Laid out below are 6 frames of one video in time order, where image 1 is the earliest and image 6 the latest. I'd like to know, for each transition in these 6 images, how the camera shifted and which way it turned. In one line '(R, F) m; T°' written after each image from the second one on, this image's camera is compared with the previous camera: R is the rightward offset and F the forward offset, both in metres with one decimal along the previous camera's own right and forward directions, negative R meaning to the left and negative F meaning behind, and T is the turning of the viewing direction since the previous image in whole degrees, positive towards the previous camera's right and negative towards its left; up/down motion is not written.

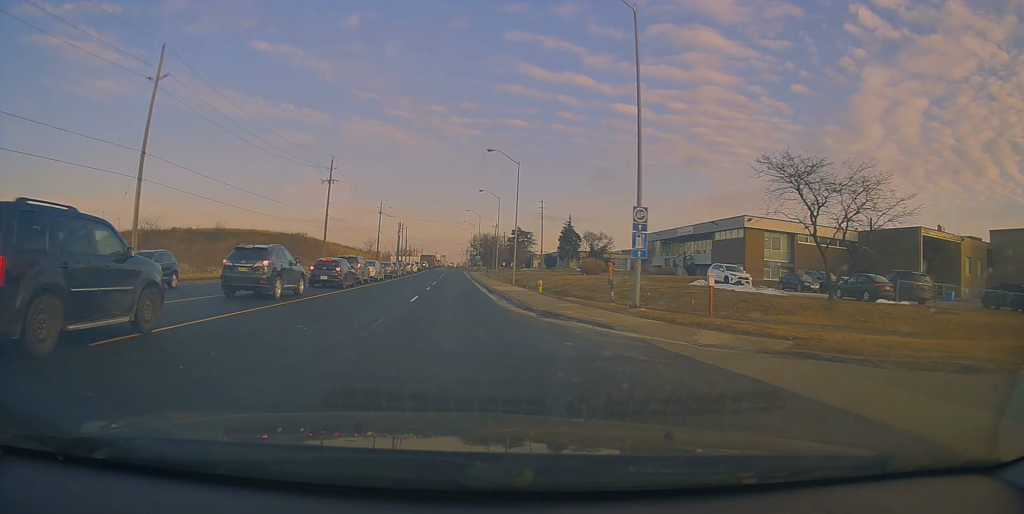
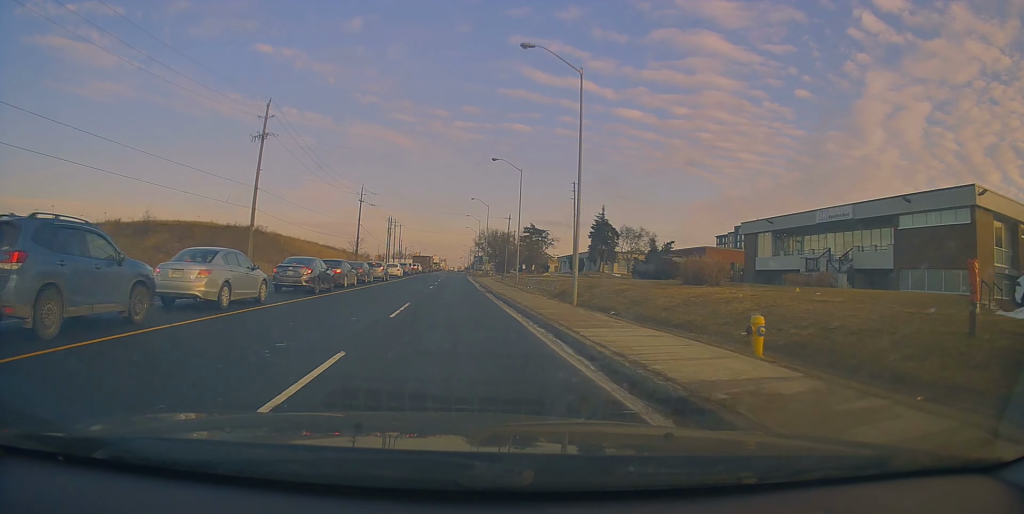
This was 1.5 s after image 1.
(-0.6, +27.9) m; -1°
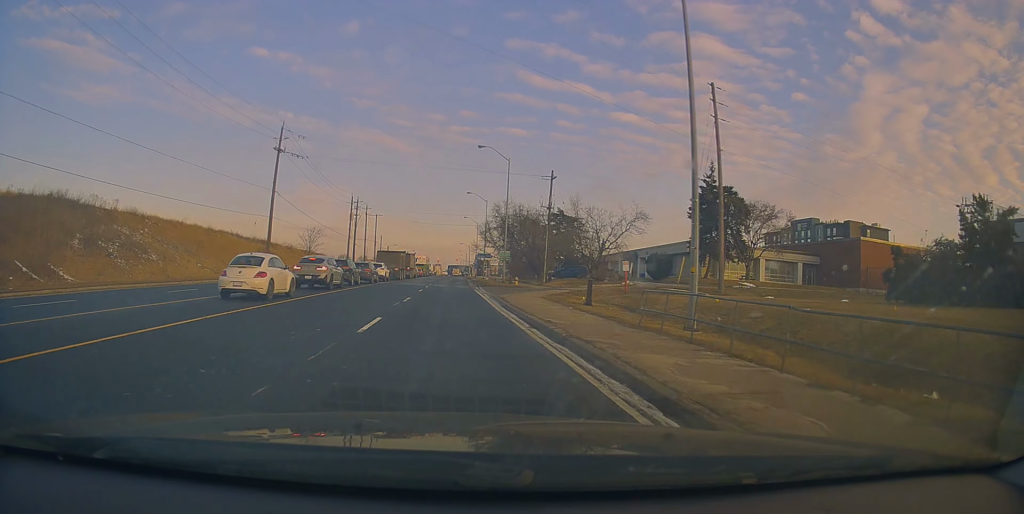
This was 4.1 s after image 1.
(+1.2, +45.3) m; +2°
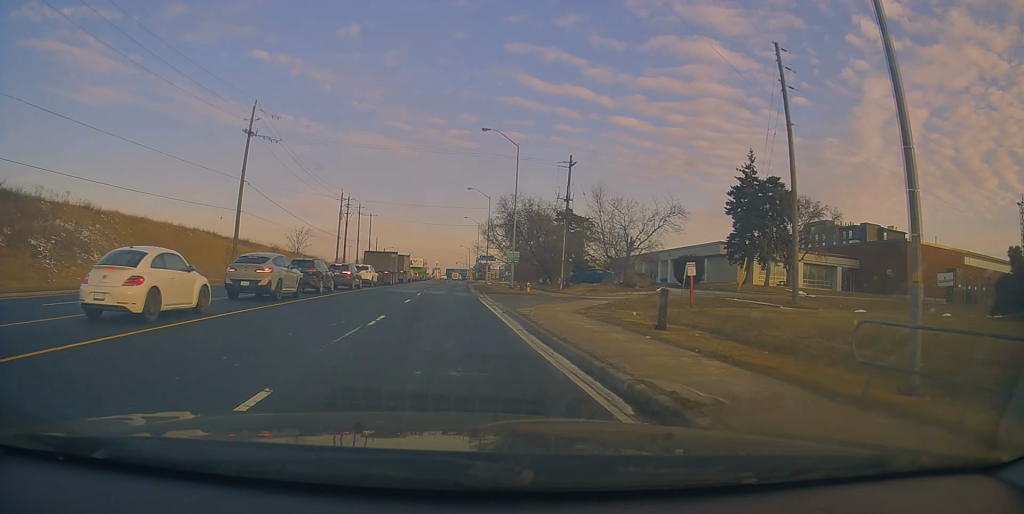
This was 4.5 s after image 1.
(+0.1, +8.2) m; 0°
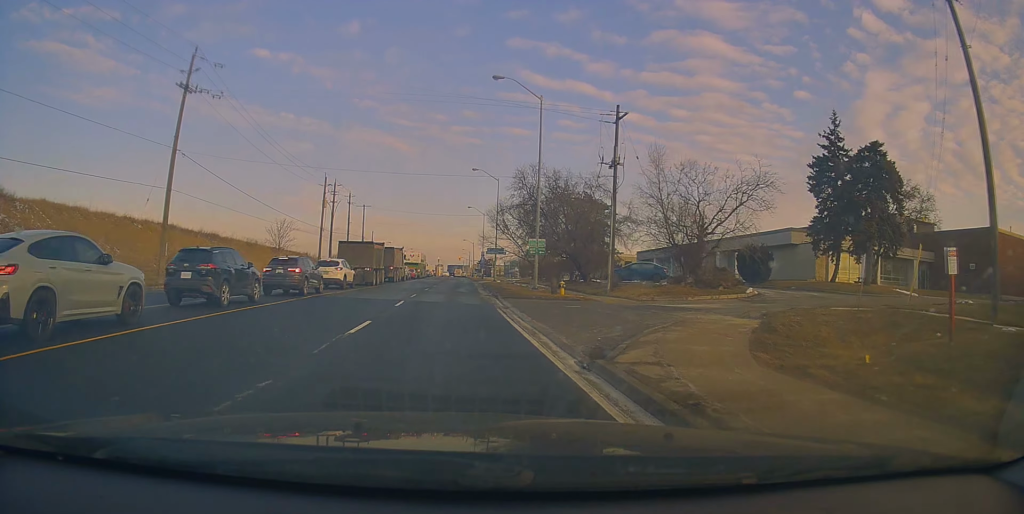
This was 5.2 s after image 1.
(-0.3, +12.3) m; 0°
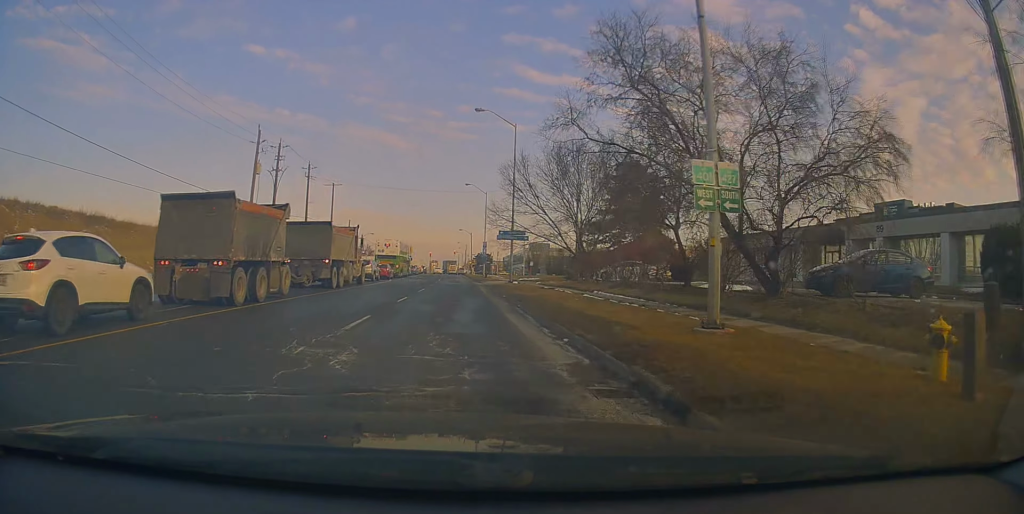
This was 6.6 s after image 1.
(+0.2, +24.4) m; -1°
